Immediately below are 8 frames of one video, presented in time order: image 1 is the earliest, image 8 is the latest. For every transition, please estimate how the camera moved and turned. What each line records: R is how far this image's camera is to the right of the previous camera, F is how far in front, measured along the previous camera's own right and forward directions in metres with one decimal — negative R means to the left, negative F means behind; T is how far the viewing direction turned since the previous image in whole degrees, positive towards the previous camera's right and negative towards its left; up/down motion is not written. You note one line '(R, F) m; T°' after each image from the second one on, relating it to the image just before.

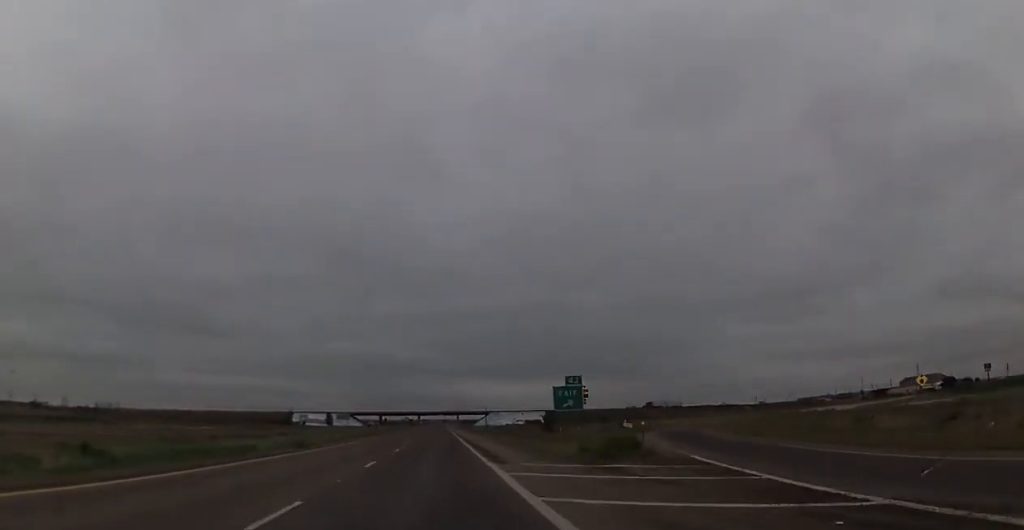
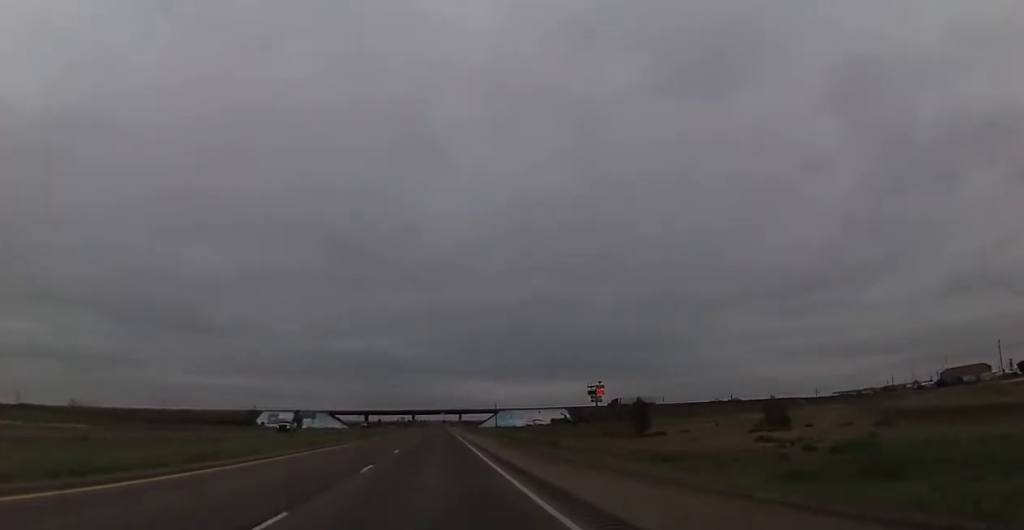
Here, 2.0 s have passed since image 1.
(+0.6, +62.0) m; 0°
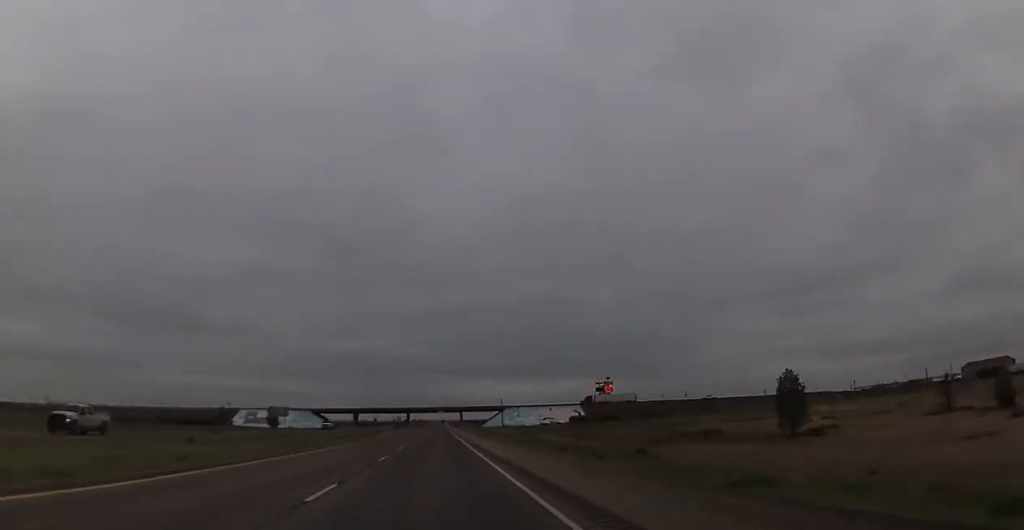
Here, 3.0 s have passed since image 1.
(-0.3, +31.8) m; 0°
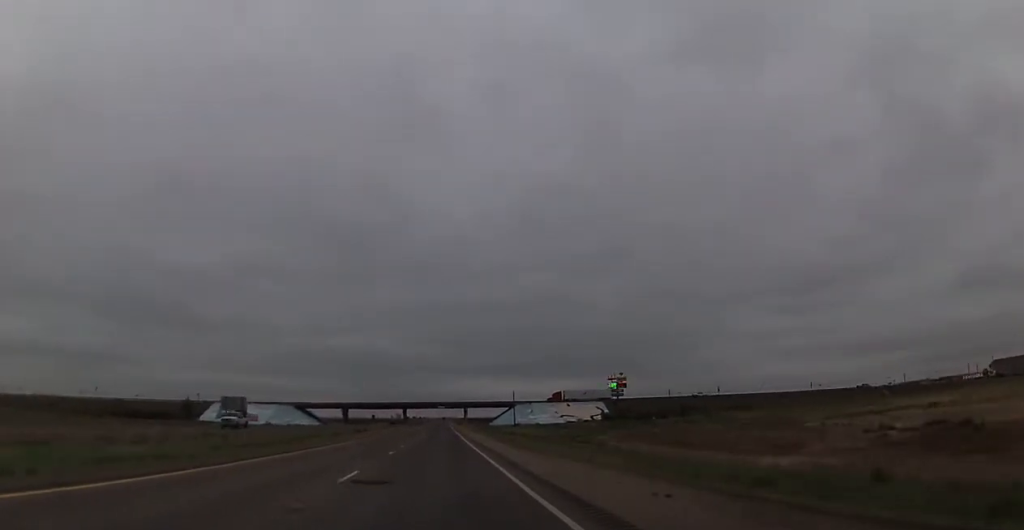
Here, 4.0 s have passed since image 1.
(+0.1, +33.0) m; 0°
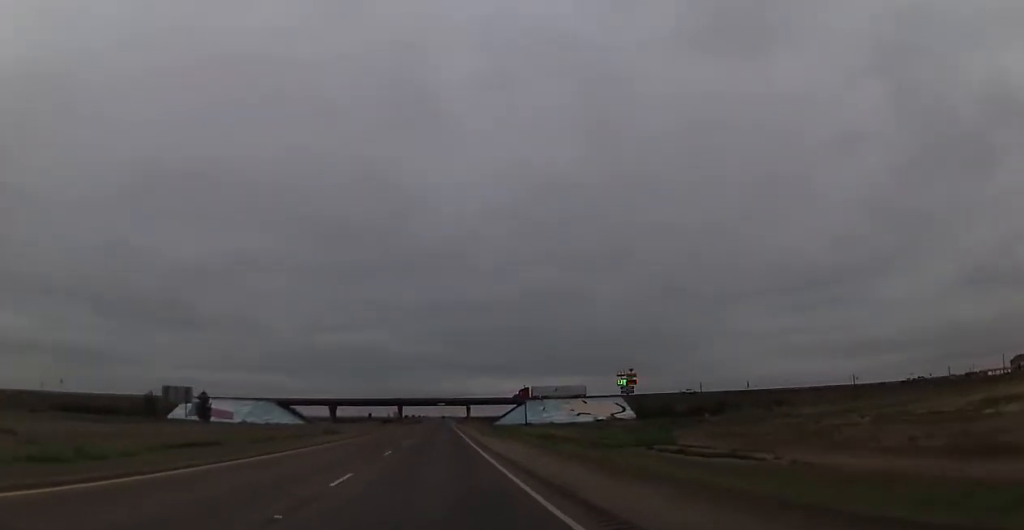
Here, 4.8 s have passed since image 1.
(0.0, +25.5) m; 0°
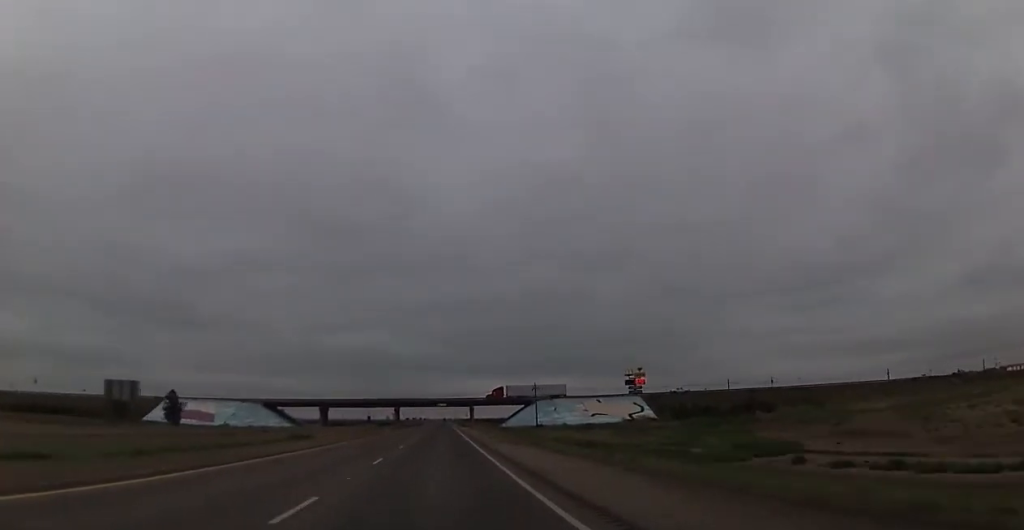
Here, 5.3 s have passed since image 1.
(-0.1, +17.0) m; 0°
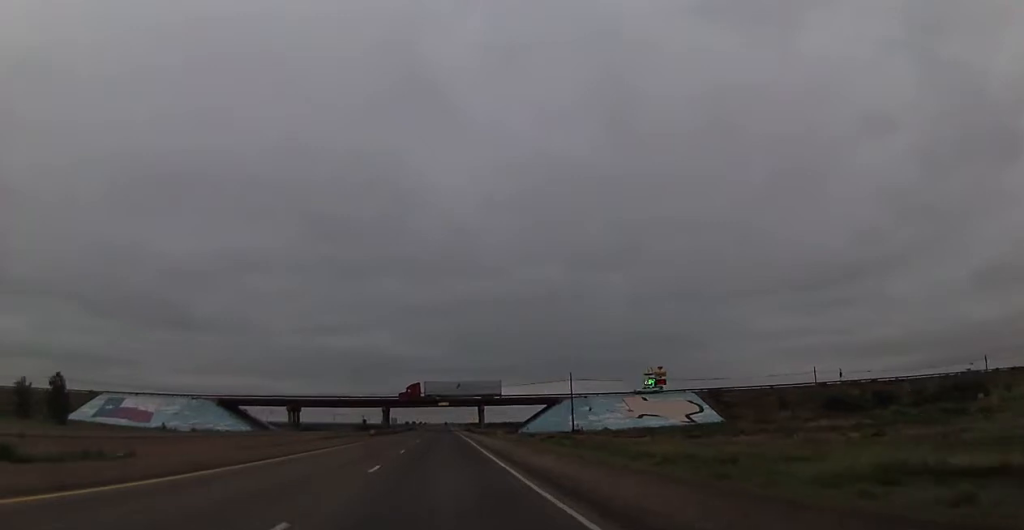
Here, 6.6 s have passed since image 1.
(+0.1, +39.3) m; 0°
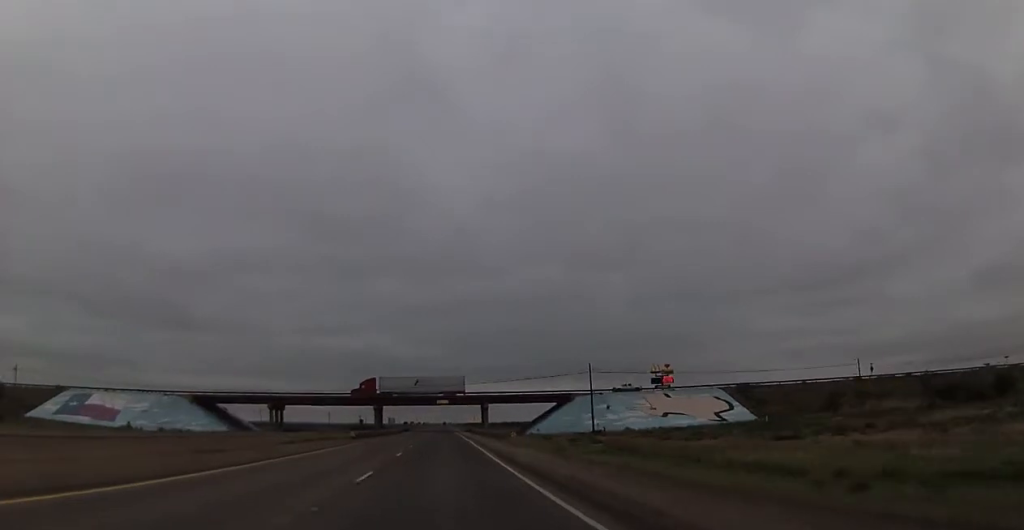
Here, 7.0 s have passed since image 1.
(-0.1, +14.8) m; 0°
